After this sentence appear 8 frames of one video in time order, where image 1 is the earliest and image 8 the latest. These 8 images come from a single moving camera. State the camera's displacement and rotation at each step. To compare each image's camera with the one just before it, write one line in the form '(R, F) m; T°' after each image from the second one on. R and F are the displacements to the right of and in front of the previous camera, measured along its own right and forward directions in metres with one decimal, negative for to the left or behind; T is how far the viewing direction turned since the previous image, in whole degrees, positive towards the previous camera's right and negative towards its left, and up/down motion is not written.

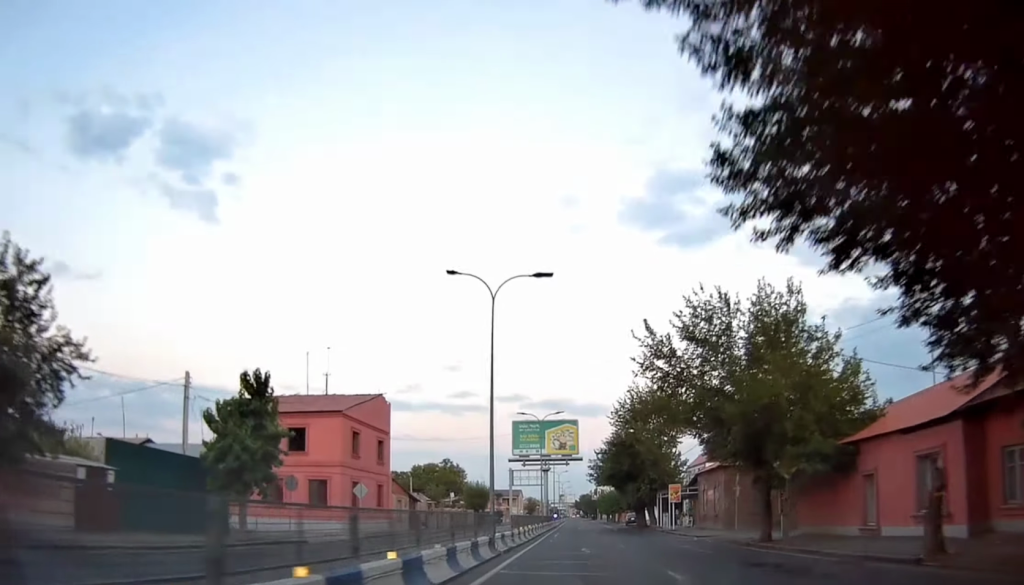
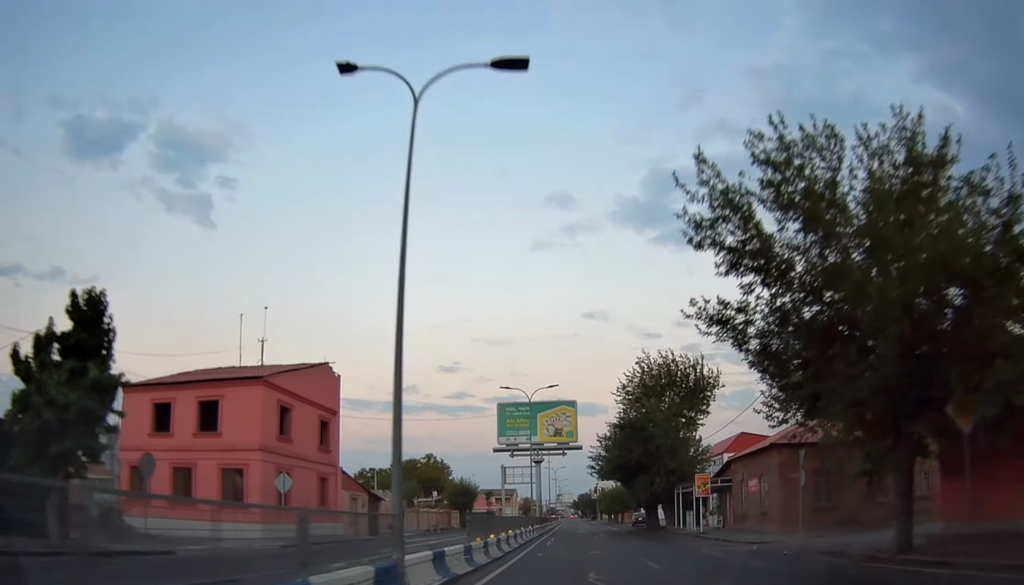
(+0.1, +10.7) m; +1°
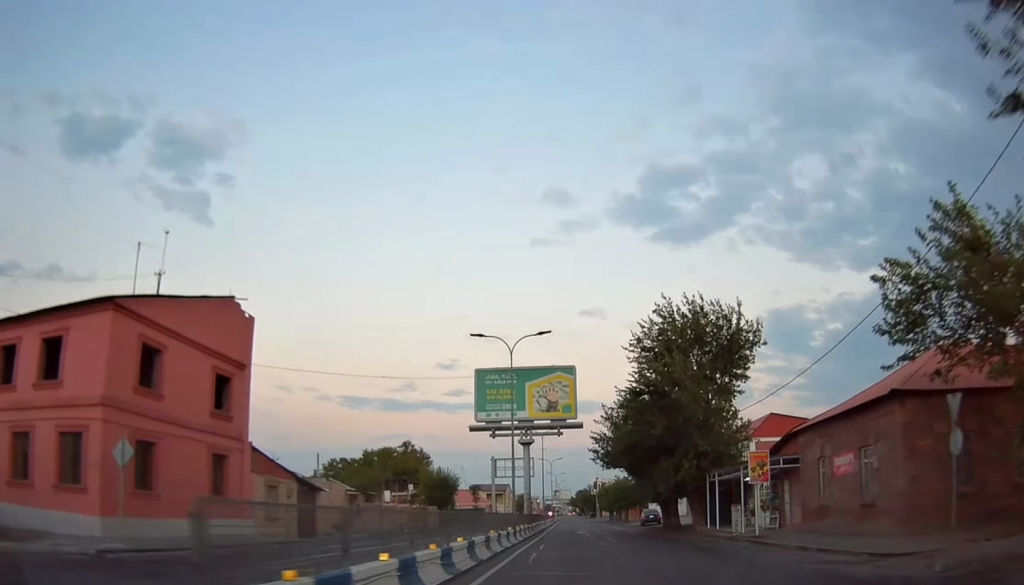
(+0.6, +11.5) m; +1°
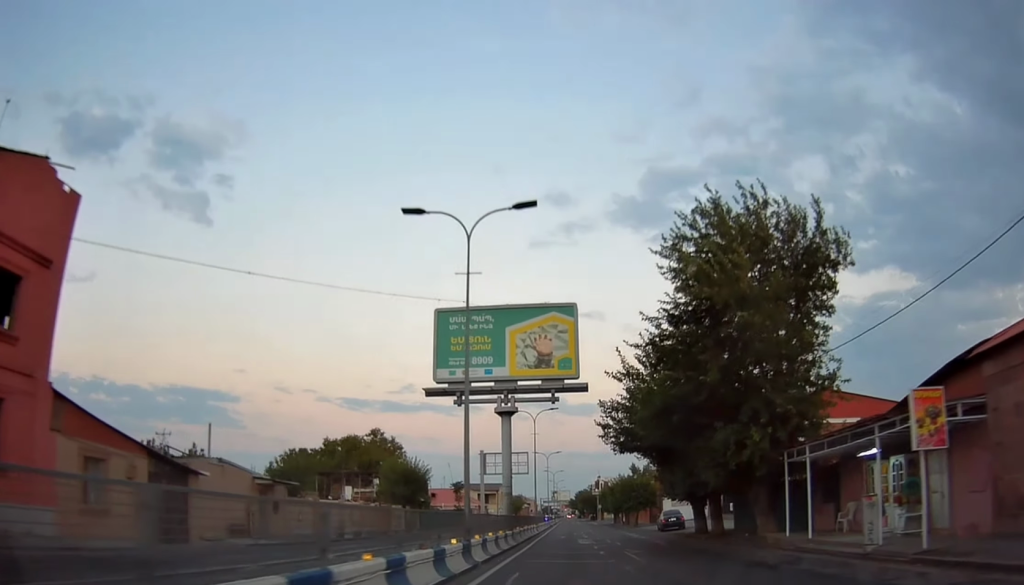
(-0.4, +12.9) m; -2°
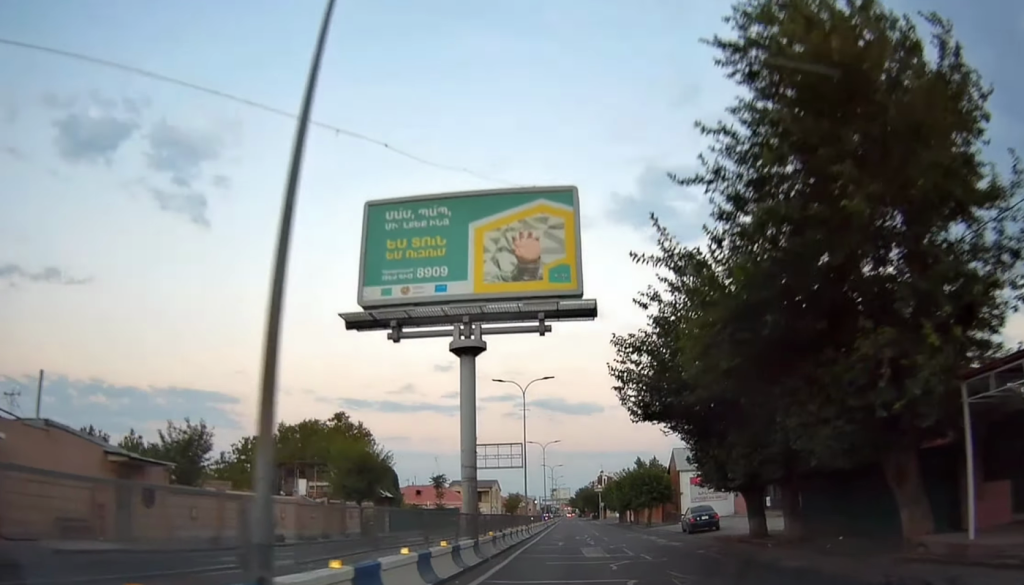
(-0.1, +10.8) m; -1°
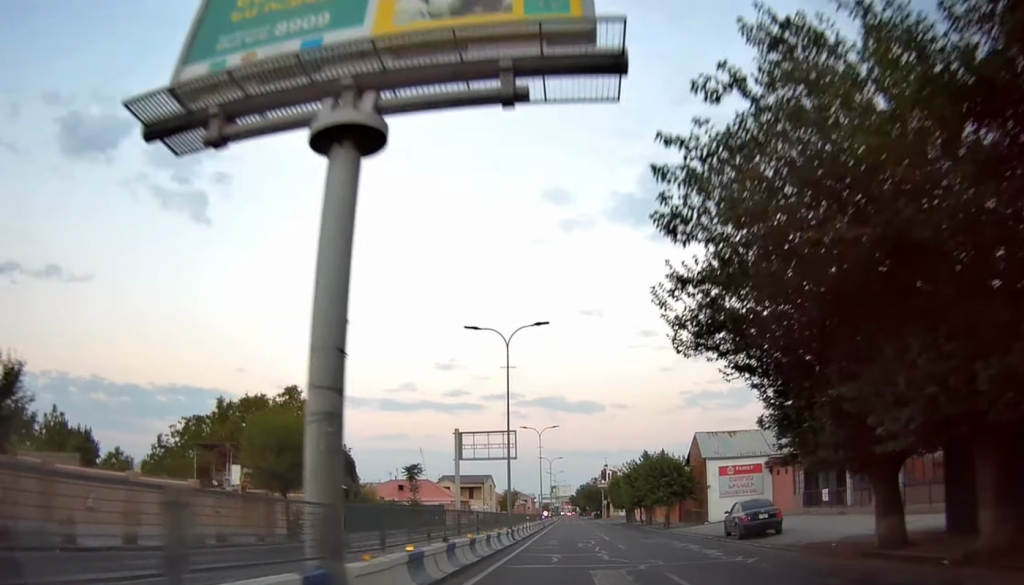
(0.0, +10.8) m; 0°
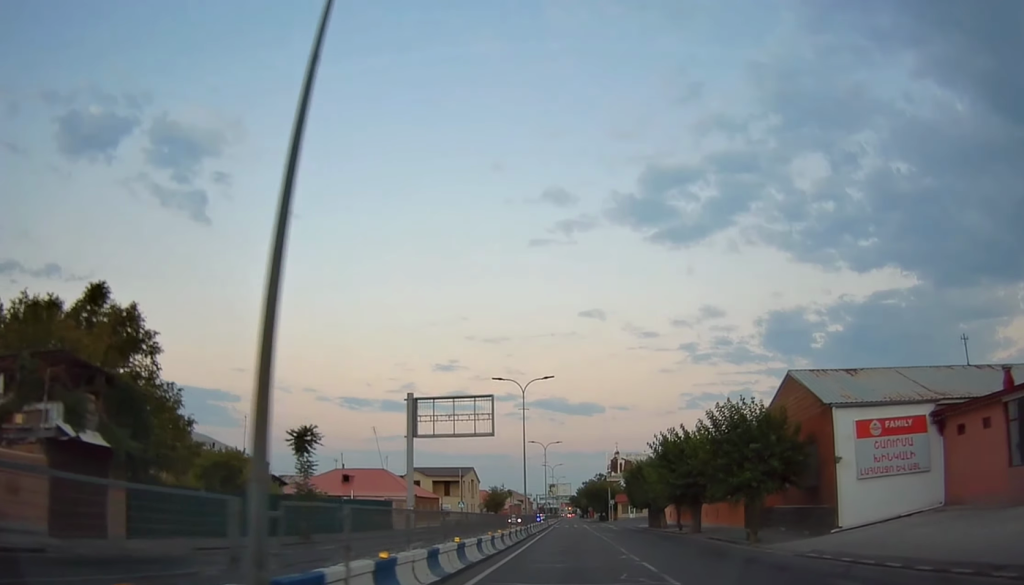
(0.0, +22.5) m; 0°
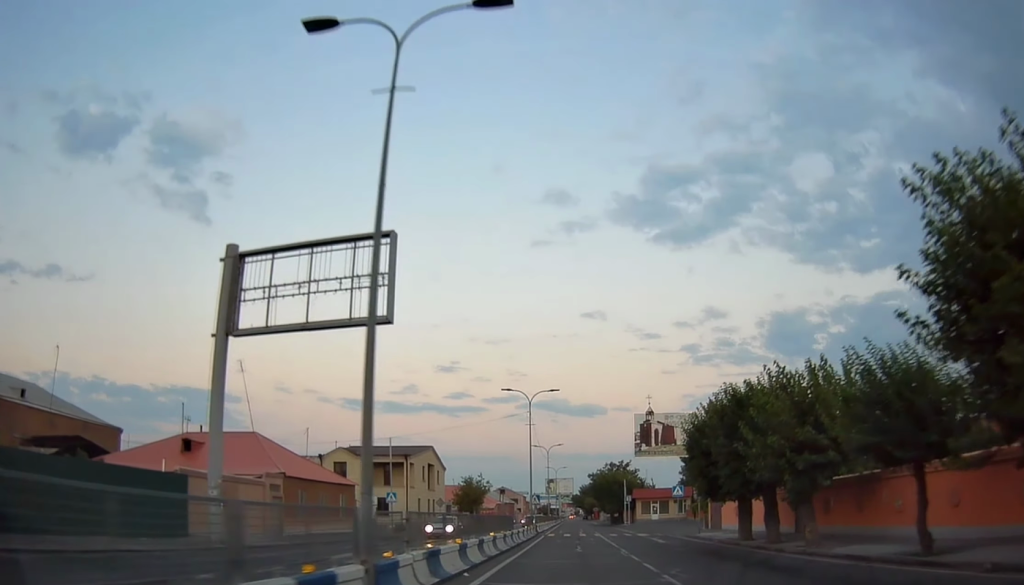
(0.0, +30.2) m; +1°
